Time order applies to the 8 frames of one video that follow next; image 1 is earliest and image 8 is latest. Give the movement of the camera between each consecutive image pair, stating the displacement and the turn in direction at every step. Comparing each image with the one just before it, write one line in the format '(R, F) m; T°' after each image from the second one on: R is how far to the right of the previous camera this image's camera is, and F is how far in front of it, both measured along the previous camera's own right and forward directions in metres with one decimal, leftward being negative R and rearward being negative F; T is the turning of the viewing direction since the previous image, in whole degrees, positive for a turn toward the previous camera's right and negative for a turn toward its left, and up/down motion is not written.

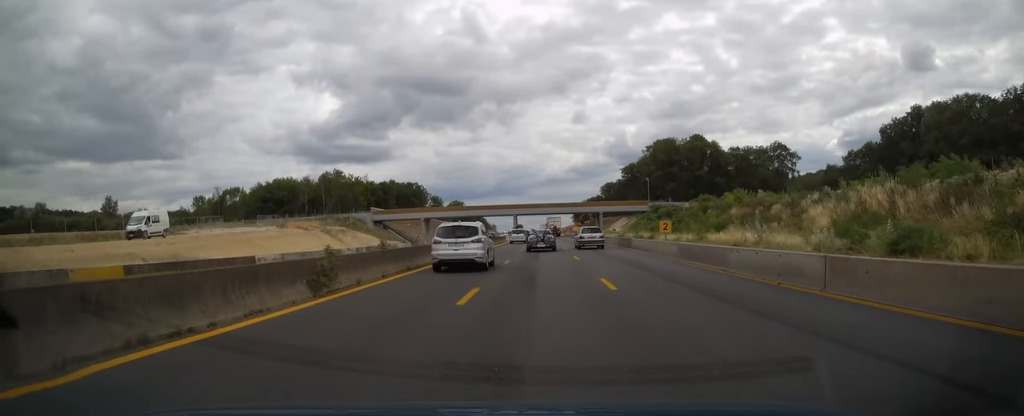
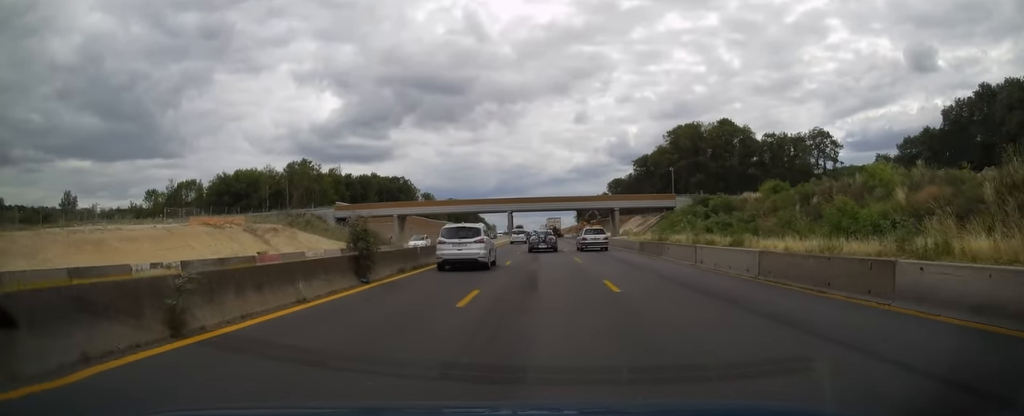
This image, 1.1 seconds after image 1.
(-0.1, +26.3) m; 0°
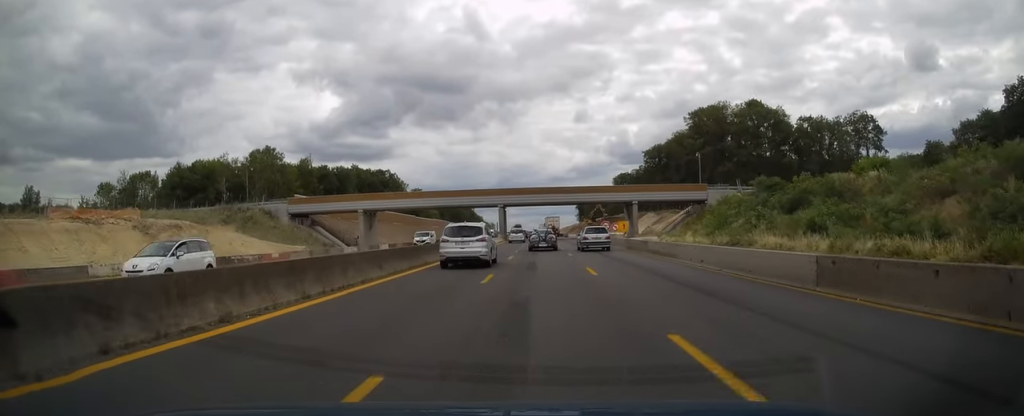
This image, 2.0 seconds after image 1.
(0.0, +21.3) m; 0°
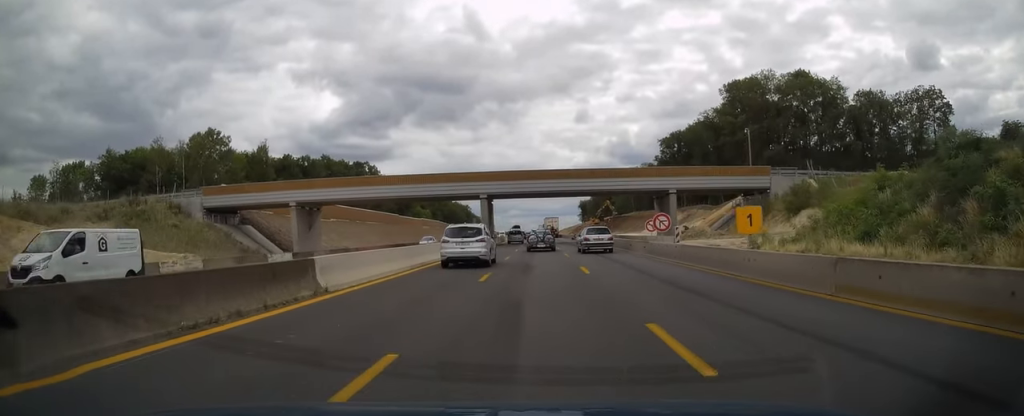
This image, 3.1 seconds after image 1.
(0.0, +25.0) m; 0°
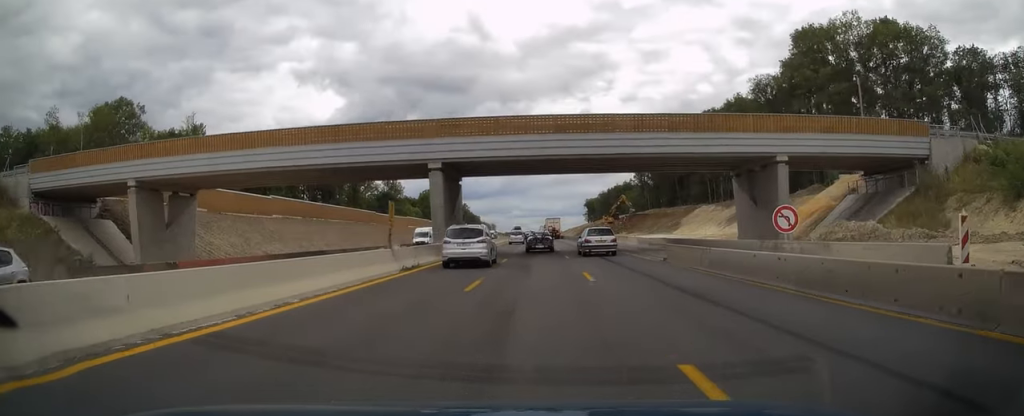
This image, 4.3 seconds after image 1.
(0.0, +28.4) m; 0°
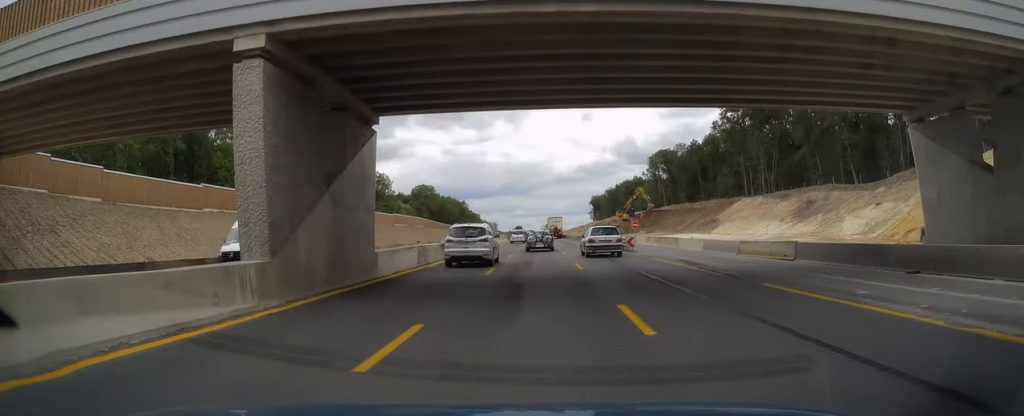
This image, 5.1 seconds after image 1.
(-0.1, +21.3) m; 0°
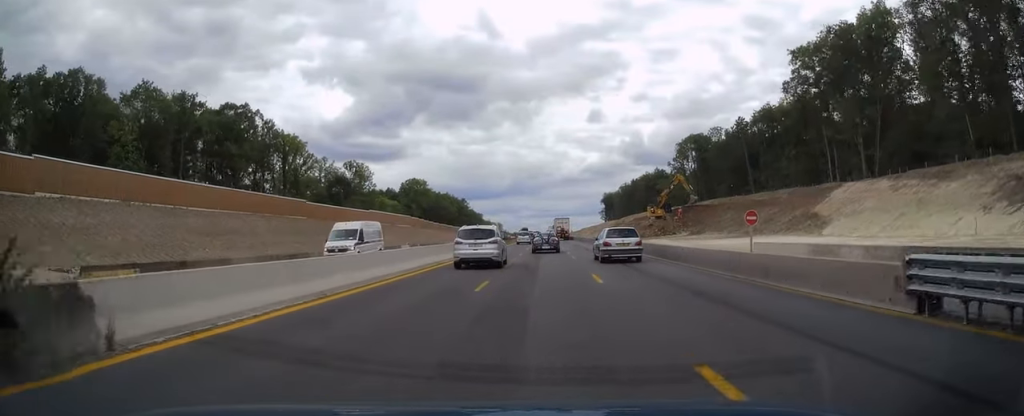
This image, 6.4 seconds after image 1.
(-0.1, +30.6) m; 0°
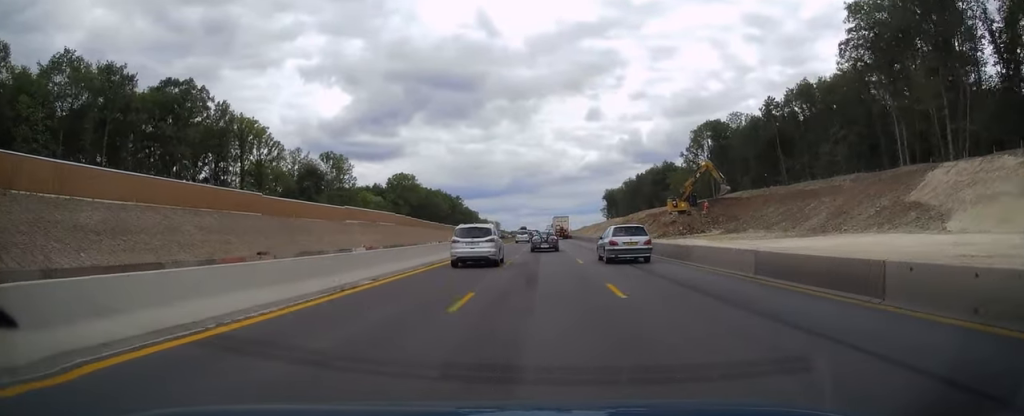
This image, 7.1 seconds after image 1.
(-0.1, +17.0) m; 0°
